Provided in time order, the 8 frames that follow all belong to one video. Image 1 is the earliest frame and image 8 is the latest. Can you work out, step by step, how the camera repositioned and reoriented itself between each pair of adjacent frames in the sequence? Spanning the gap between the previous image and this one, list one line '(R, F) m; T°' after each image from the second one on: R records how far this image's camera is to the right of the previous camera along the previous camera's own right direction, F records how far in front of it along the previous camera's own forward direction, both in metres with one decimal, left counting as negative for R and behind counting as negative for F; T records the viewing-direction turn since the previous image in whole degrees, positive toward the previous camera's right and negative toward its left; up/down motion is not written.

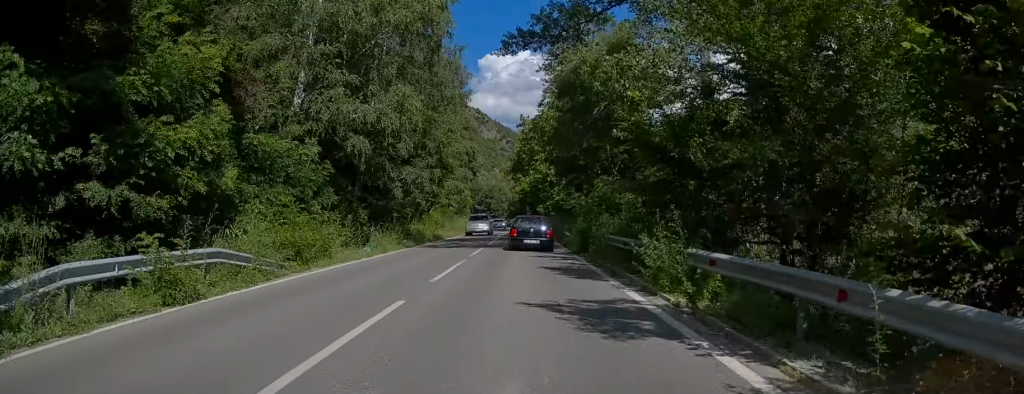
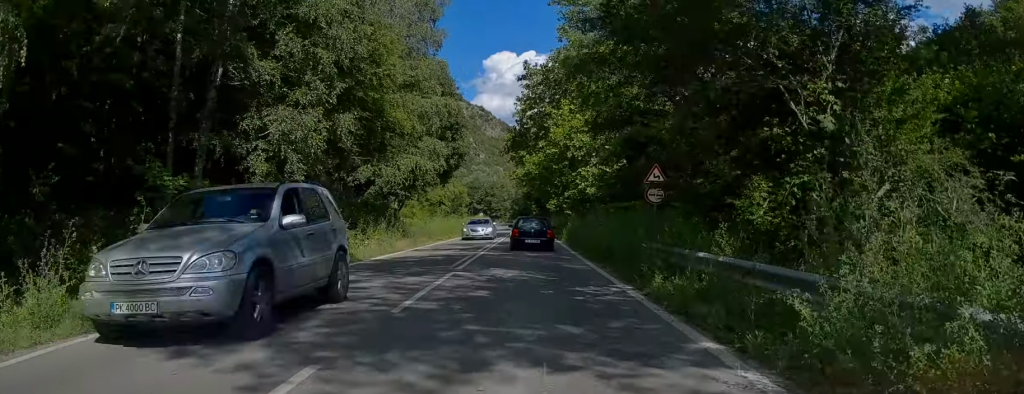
(0.0, +21.7) m; 0°
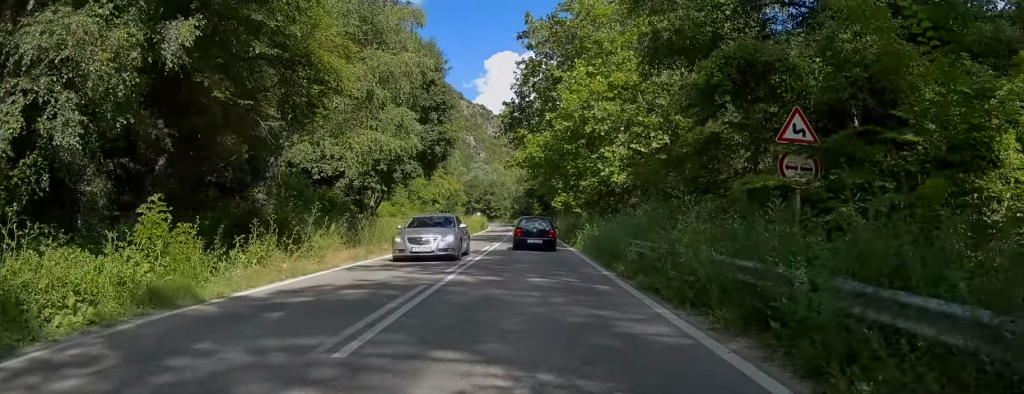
(0.0, +9.8) m; 0°
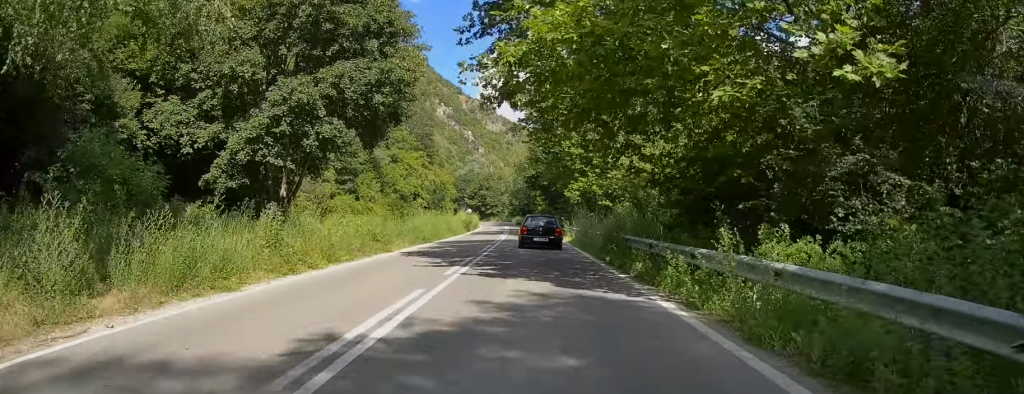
(0.0, +18.8) m; 0°
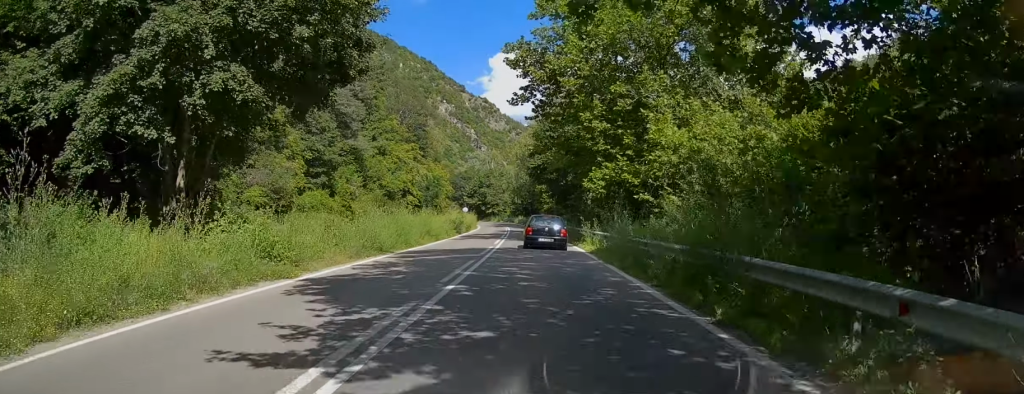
(0.0, +10.5) m; 0°
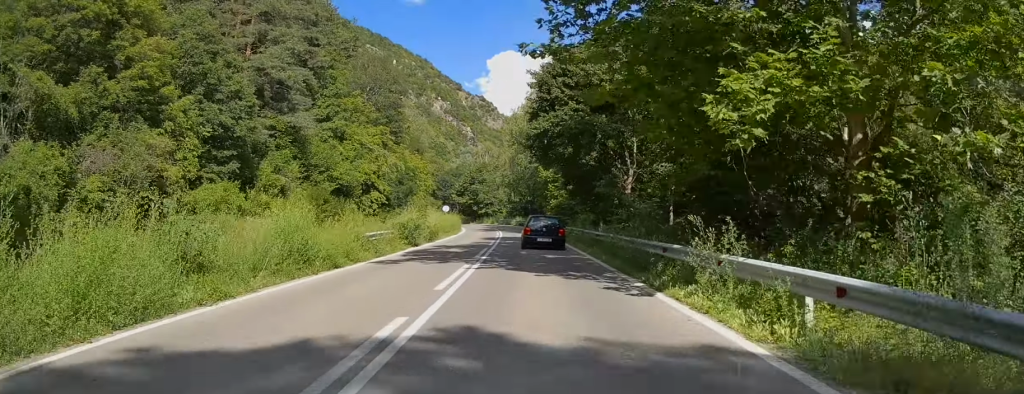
(+0.1, +19.1) m; 0°
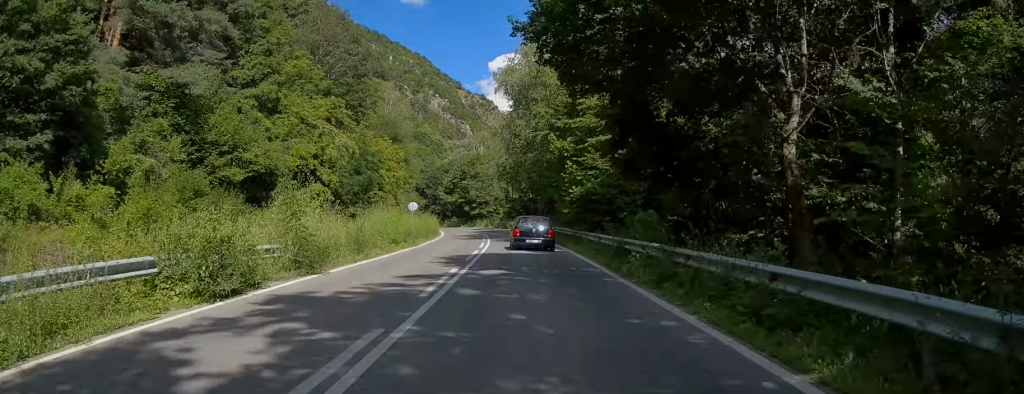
(0.0, +18.6) m; 0°
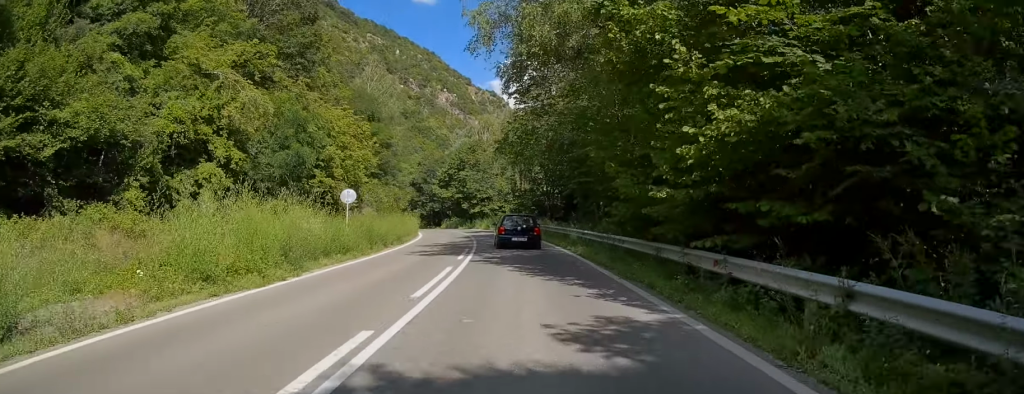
(0.0, +17.7) m; -1°
